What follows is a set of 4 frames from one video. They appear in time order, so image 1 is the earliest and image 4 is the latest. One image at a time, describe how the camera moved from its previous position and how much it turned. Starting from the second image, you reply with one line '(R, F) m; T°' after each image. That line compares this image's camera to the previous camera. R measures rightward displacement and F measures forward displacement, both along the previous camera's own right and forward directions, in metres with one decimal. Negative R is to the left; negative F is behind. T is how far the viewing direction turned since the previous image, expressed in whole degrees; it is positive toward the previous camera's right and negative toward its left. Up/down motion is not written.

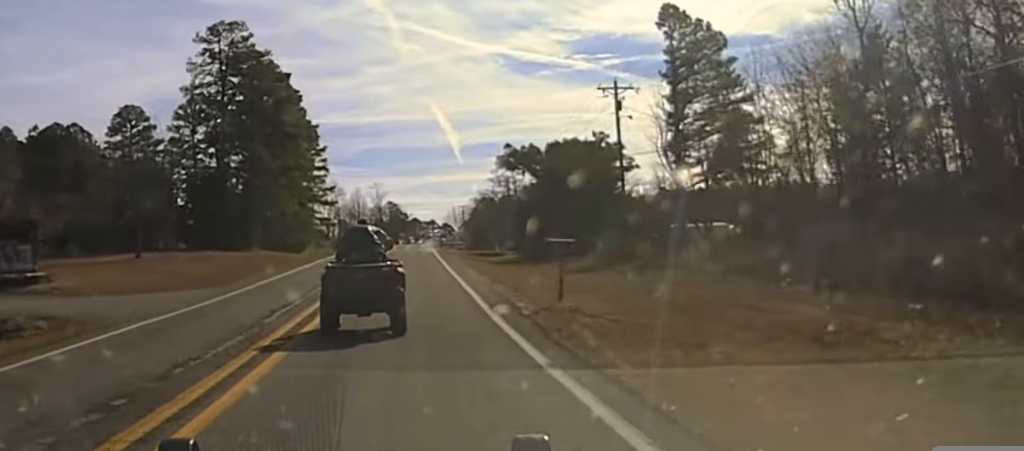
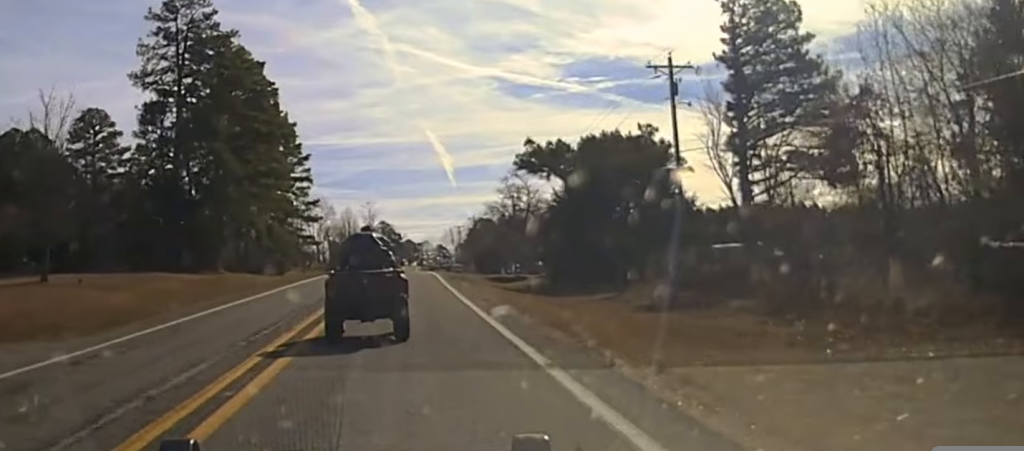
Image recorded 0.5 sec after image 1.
(-0.1, +14.6) m; 0°
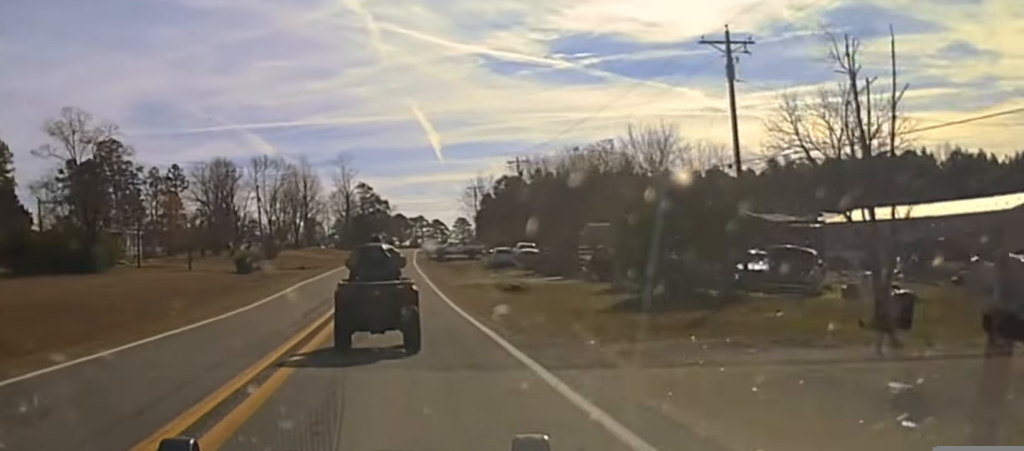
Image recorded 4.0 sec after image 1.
(+1.0, +85.4) m; +1°
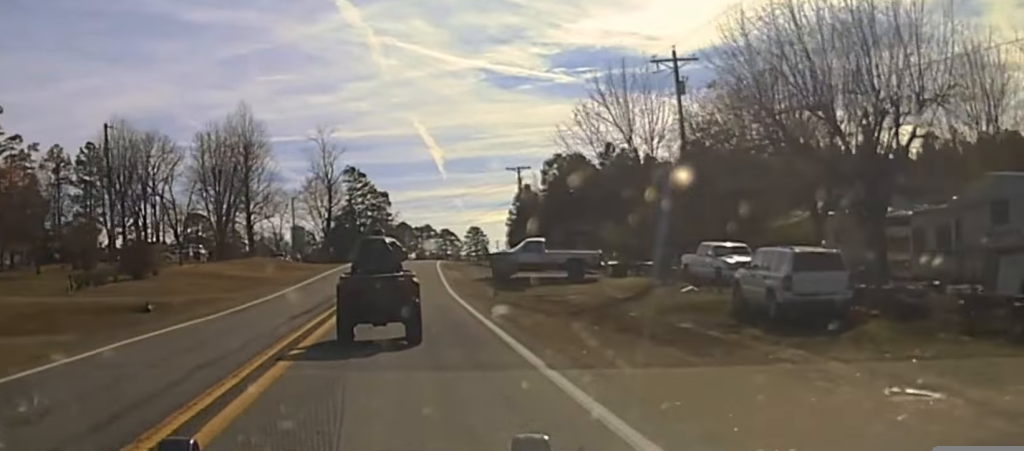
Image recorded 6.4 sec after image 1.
(0.0, +68.1) m; 0°
